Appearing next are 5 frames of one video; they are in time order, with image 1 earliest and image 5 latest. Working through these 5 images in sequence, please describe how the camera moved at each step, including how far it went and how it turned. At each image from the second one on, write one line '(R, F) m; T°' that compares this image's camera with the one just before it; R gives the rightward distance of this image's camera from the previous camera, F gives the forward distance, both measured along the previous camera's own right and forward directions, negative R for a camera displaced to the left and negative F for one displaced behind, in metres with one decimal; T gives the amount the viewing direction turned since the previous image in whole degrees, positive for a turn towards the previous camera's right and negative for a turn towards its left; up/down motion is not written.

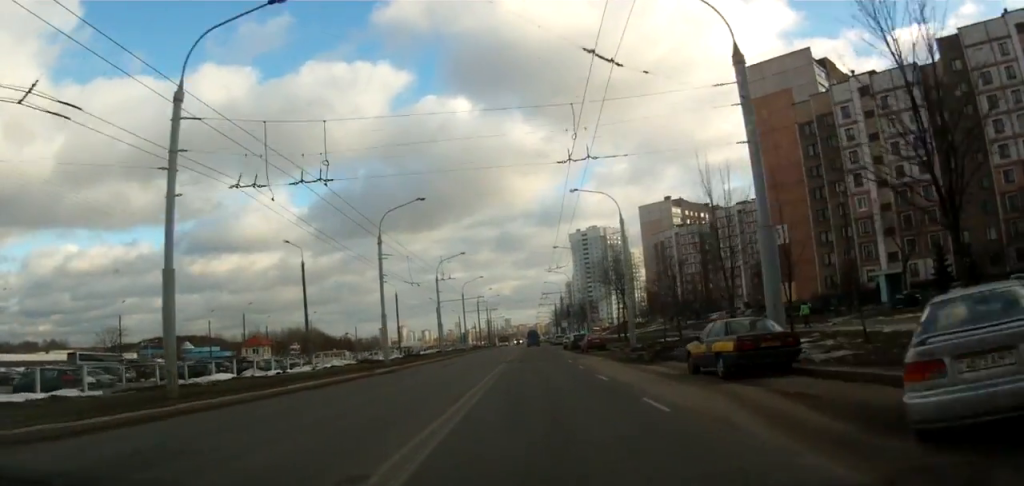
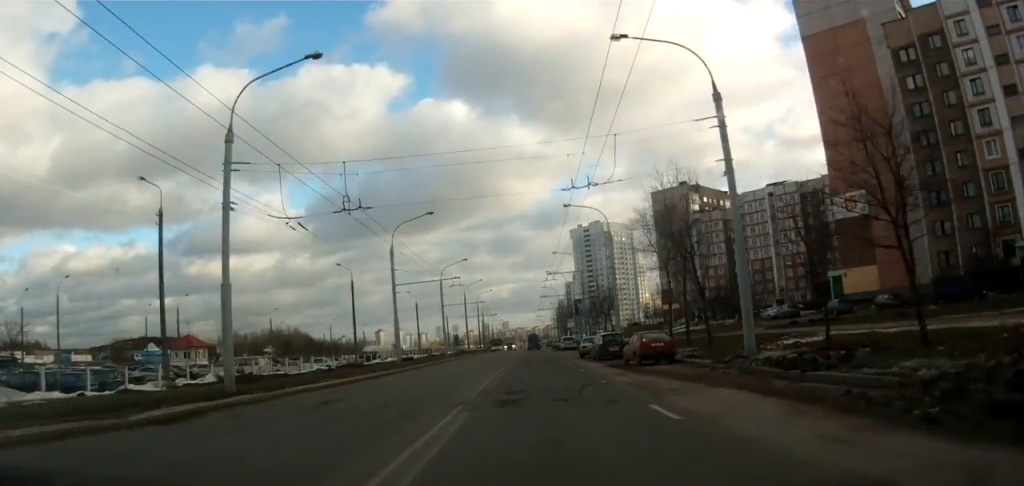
(-0.1, +24.3) m; -1°
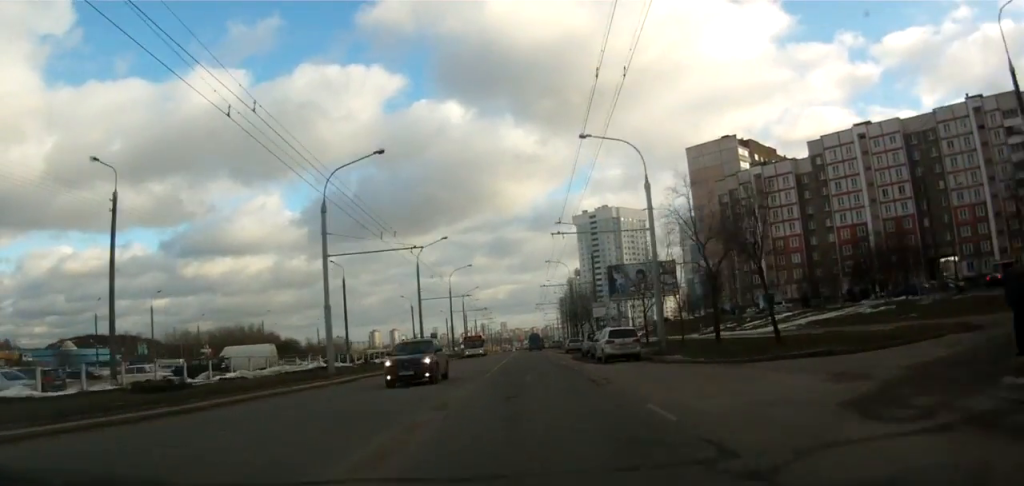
(+0.3, +45.0) m; +2°
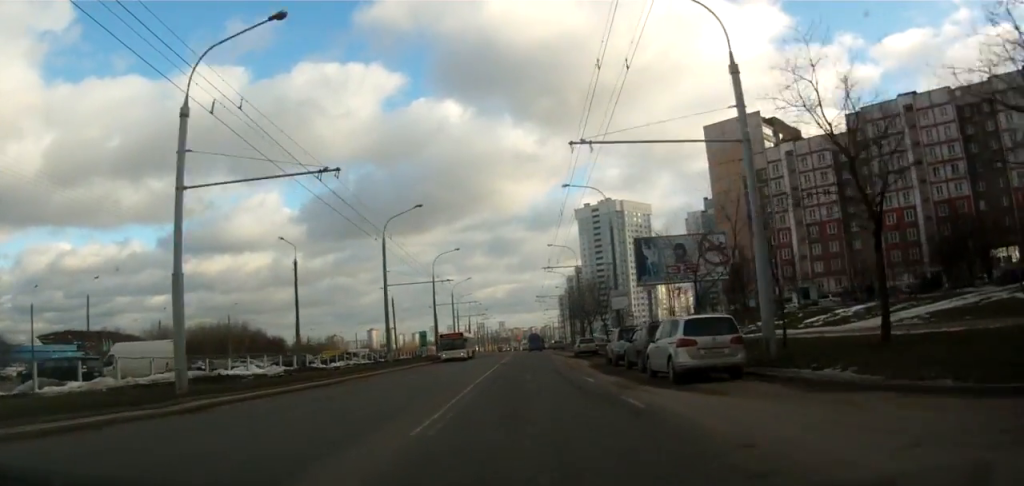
(+0.2, +14.8) m; 0°
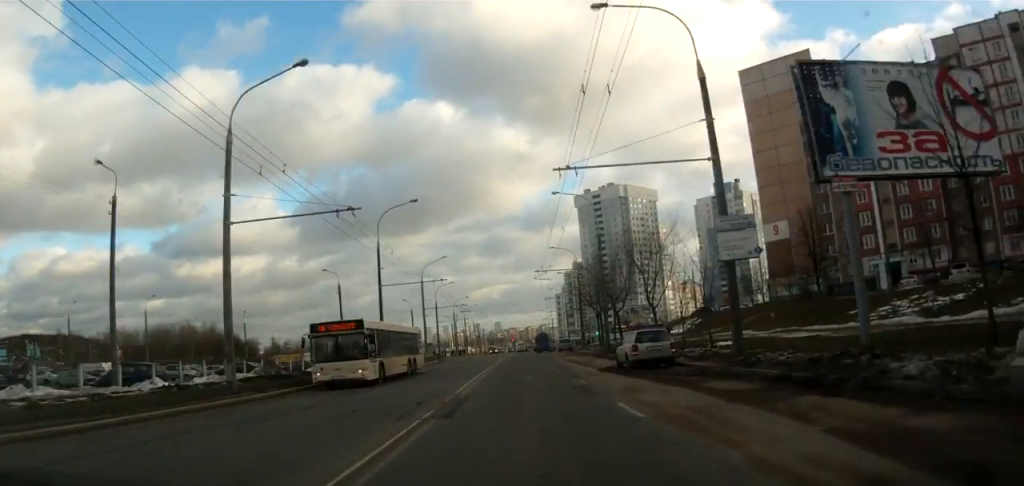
(-0.3, +27.0) m; -1°
